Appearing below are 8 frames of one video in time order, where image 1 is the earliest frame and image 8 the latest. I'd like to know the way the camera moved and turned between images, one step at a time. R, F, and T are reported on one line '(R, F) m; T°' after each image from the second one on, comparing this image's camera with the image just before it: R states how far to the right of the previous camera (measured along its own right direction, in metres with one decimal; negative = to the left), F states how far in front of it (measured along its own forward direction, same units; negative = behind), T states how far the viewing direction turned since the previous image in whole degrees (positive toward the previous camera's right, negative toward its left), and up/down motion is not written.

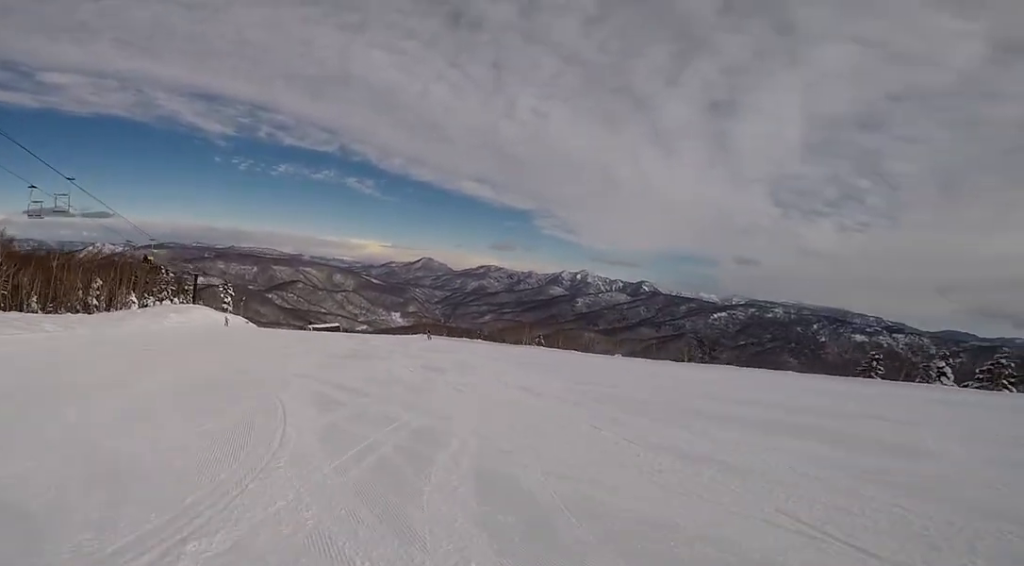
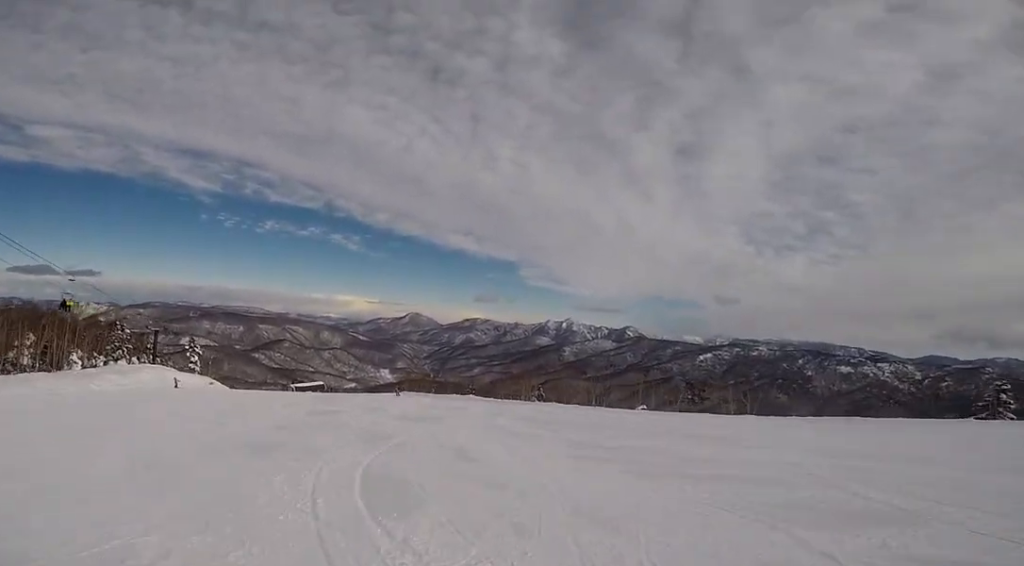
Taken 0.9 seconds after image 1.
(+0.5, +8.5) m; -6°
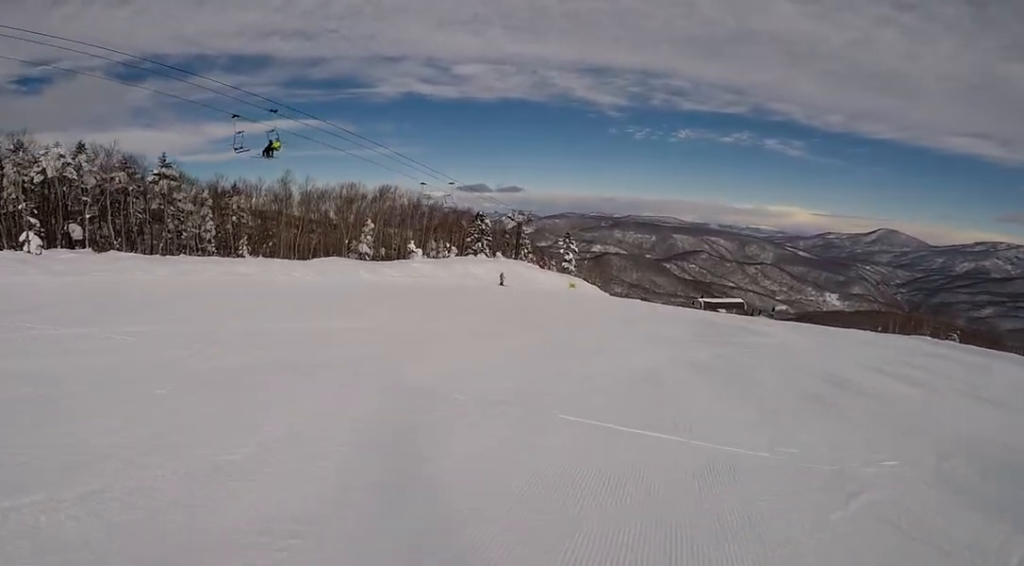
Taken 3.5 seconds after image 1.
(-11.0, +18.3) m; -58°
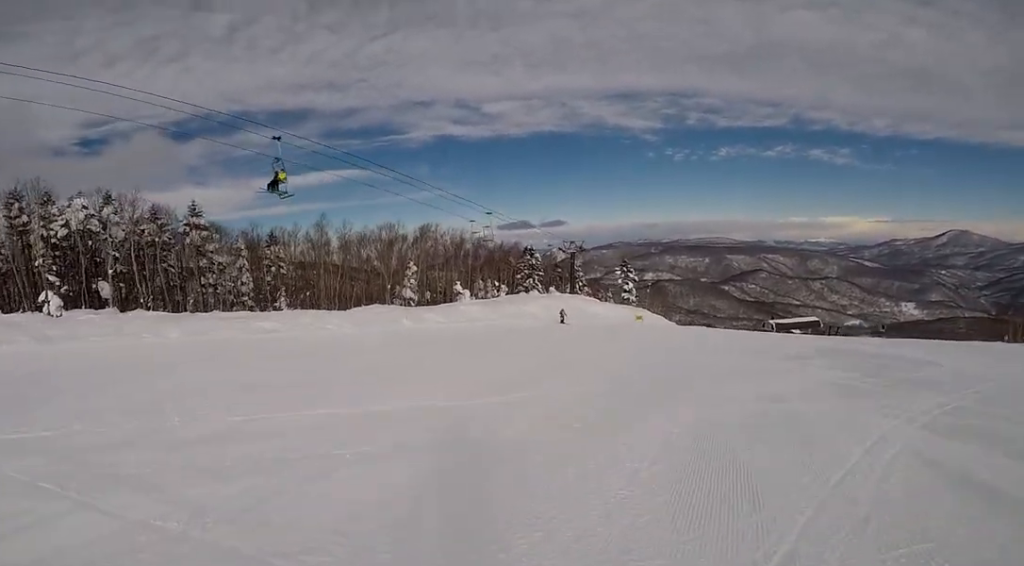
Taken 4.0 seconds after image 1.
(-0.8, +3.6) m; +3°
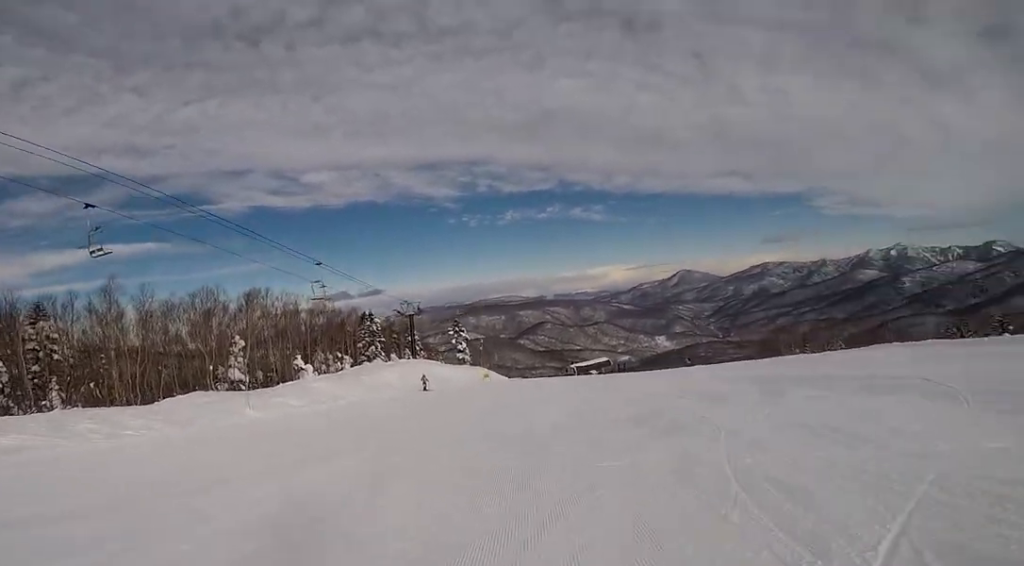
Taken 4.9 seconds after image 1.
(+0.7, +6.6) m; +15°
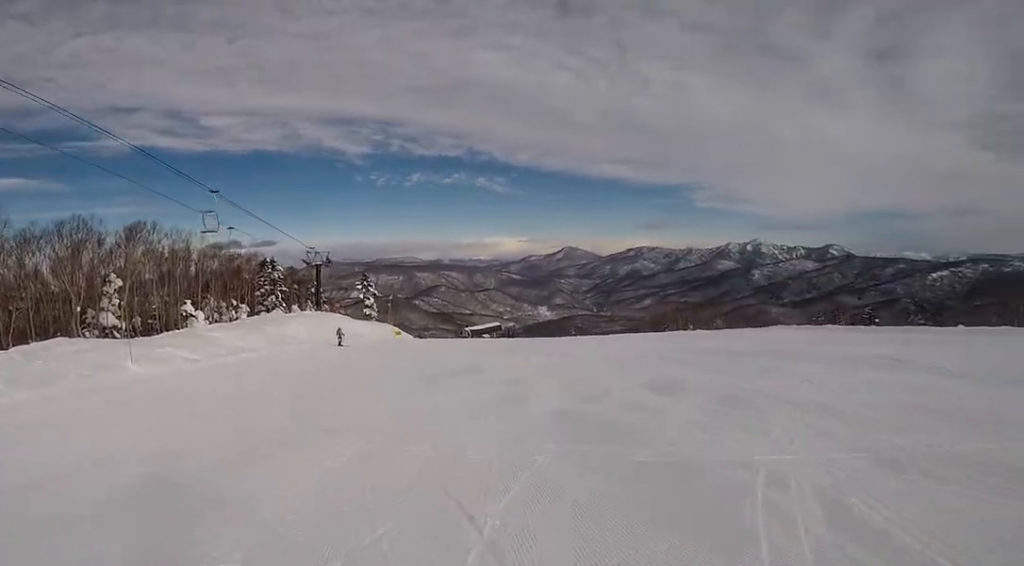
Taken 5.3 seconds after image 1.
(+0.3, +3.7) m; +11°
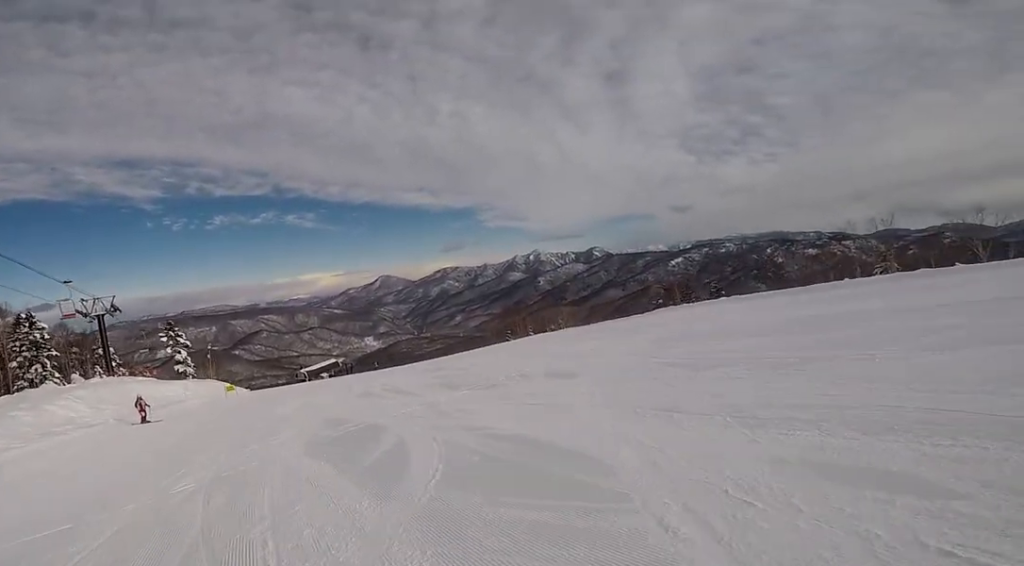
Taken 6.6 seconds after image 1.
(+2.1, +9.7) m; +21°
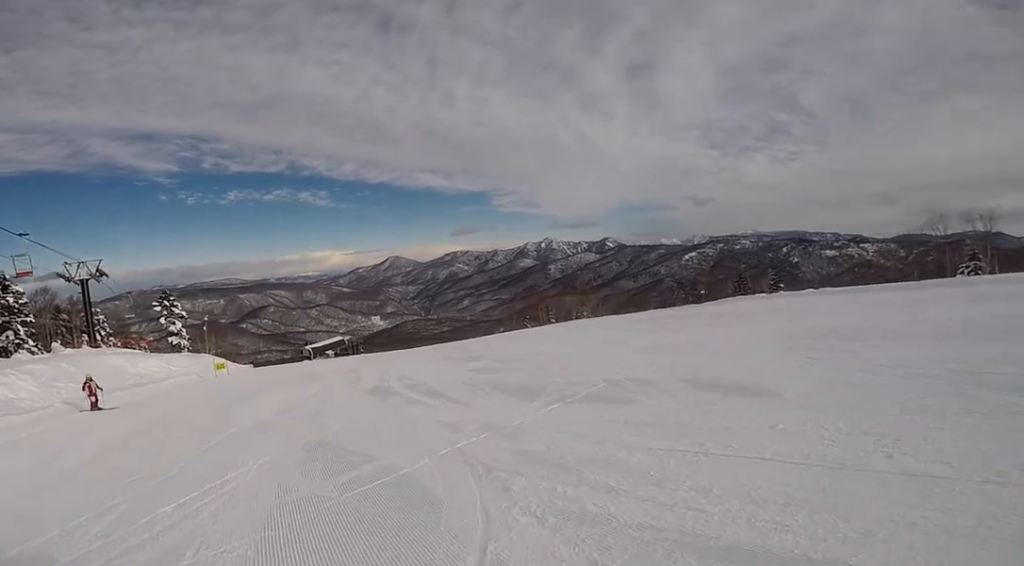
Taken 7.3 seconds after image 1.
(+0.7, +4.9) m; +5°
